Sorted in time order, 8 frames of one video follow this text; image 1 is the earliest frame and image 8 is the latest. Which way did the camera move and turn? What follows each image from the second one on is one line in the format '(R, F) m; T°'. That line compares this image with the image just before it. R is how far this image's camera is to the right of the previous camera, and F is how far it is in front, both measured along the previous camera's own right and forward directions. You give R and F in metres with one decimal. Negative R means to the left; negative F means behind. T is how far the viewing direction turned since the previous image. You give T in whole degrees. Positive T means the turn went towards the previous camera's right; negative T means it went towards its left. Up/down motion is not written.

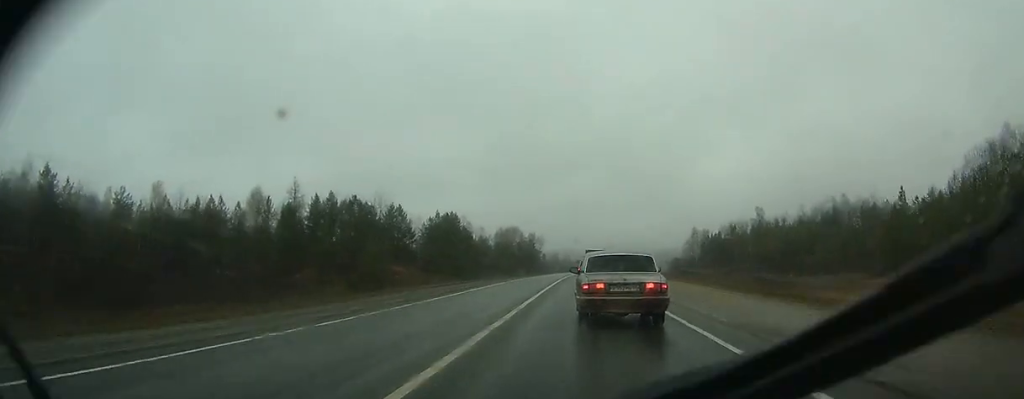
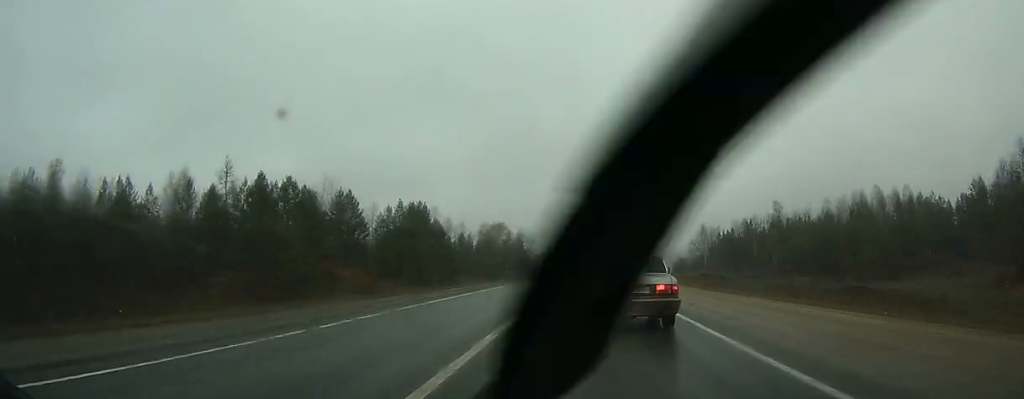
(0.0, +24.5) m; +1°
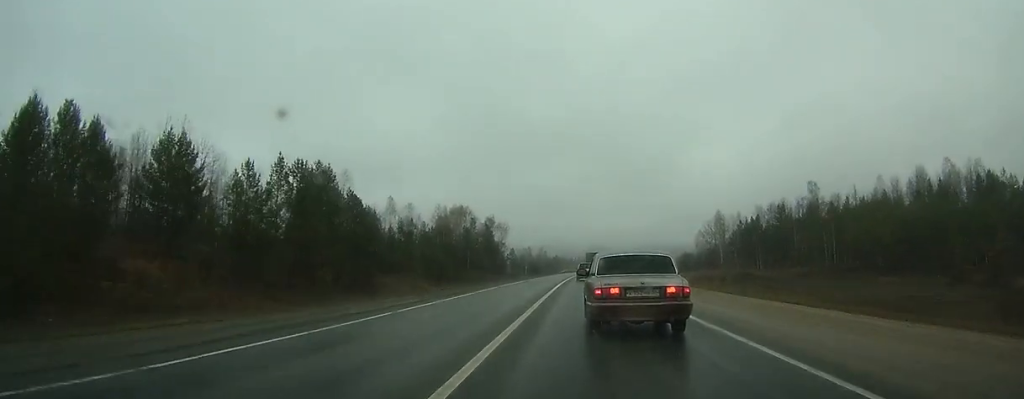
(+0.7, +39.8) m; +2°
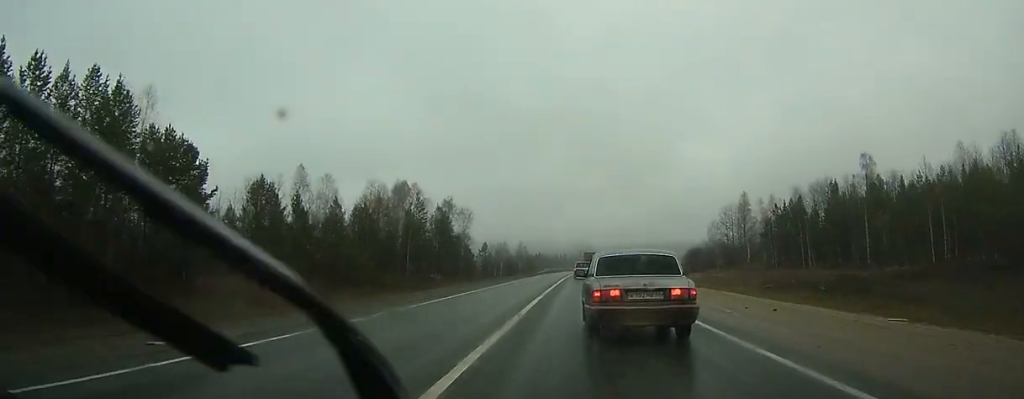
(+0.7, +35.3) m; +1°
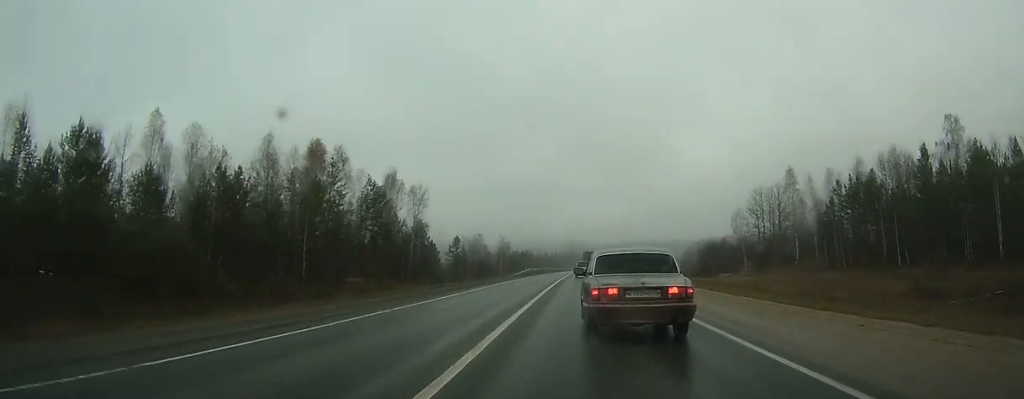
(+0.1, +31.1) m; 0°
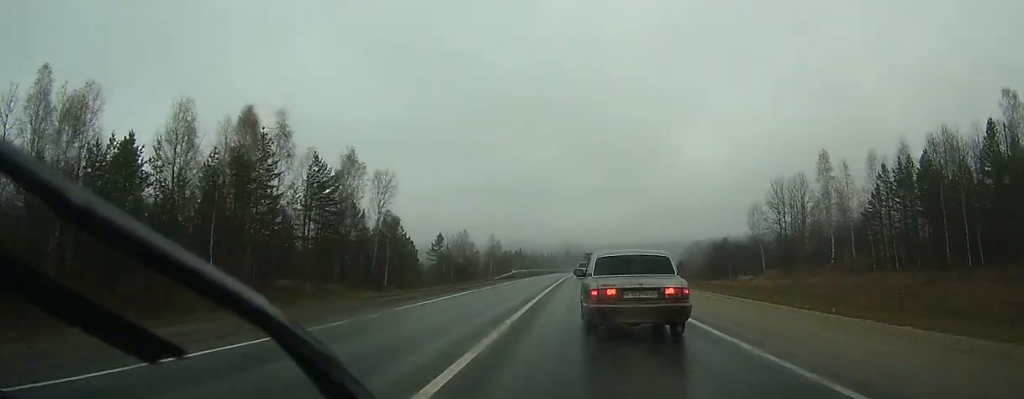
(0.0, +14.5) m; 0°
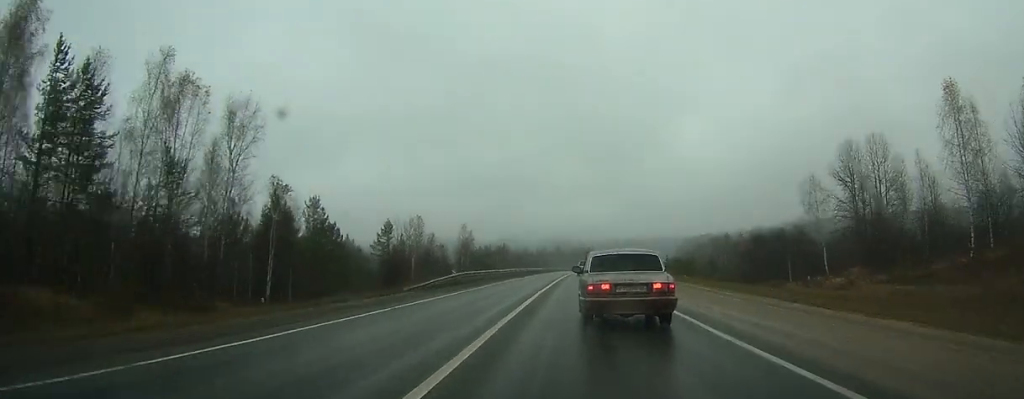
(+0.2, +31.6) m; +1°
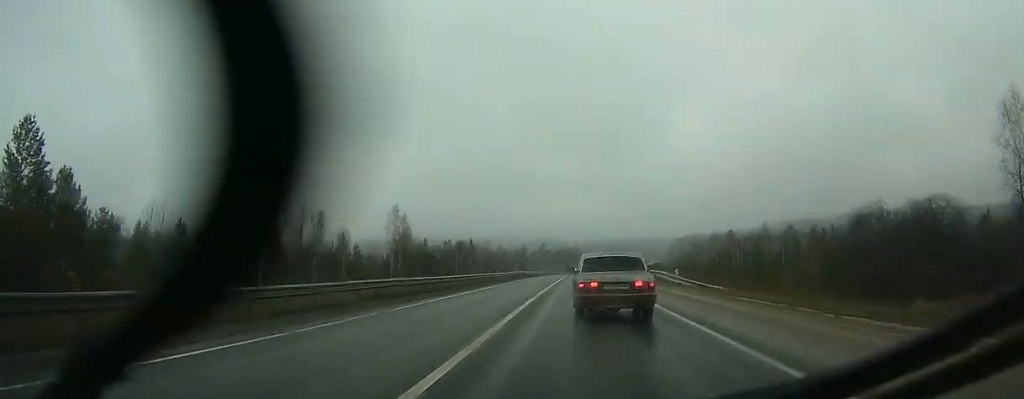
(+0.2, +43.9) m; +1°
